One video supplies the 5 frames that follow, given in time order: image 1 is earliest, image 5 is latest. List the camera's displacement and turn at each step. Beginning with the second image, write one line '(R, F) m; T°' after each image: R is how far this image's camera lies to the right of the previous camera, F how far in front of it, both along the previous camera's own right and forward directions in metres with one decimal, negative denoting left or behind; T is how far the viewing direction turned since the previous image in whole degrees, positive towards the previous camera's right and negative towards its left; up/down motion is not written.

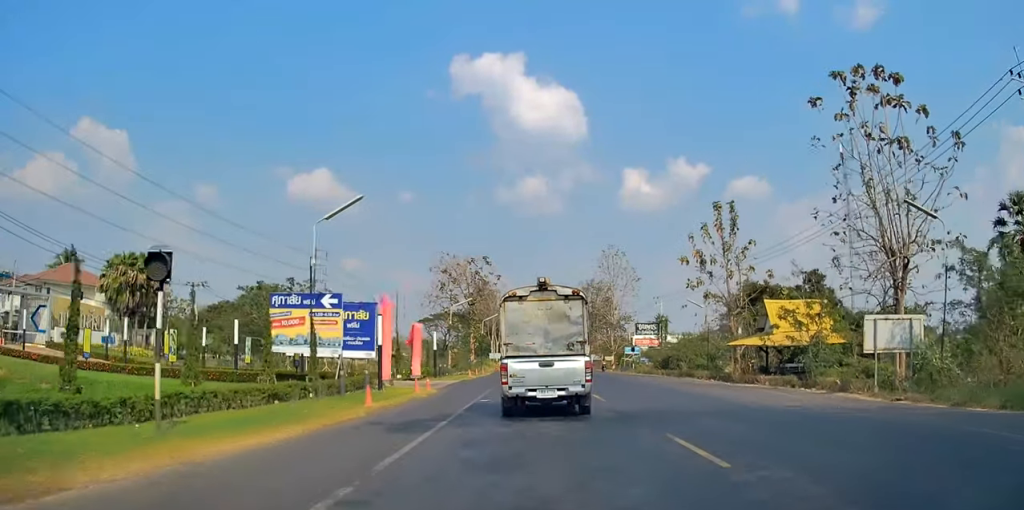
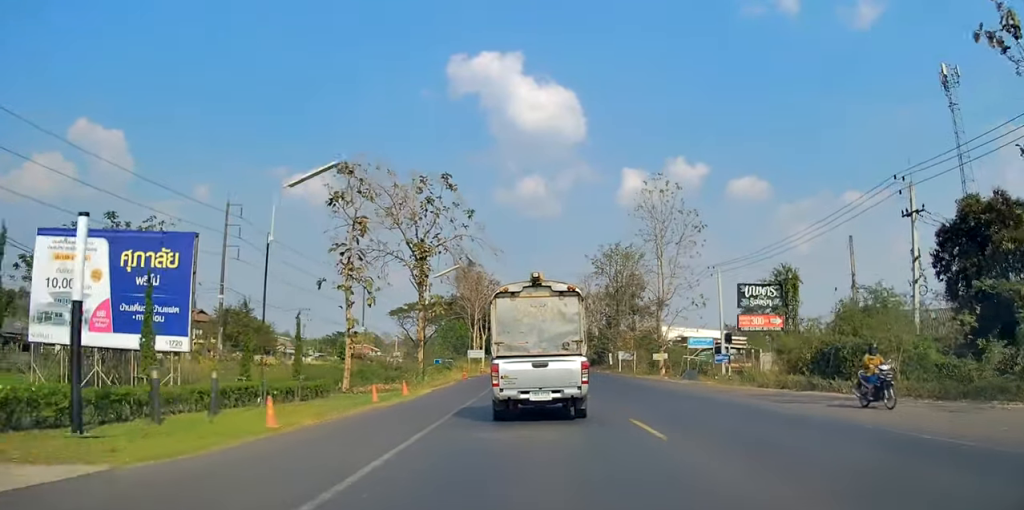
(+0.1, +32.4) m; 0°
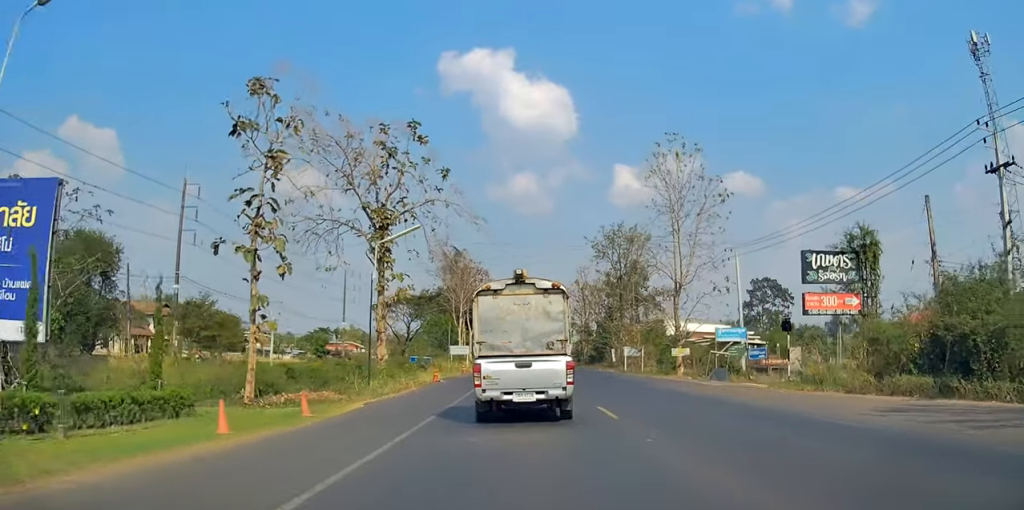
(+0.1, +8.8) m; 0°
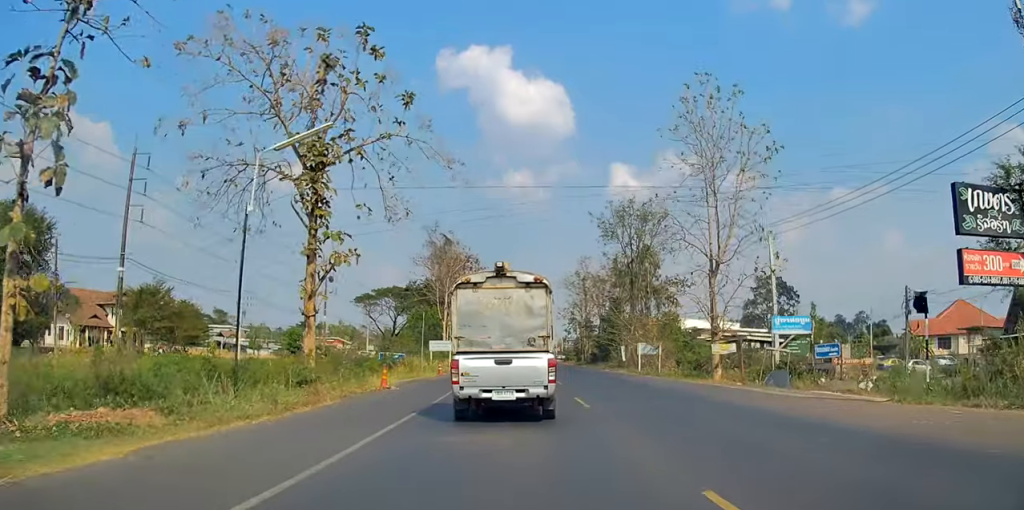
(+0.1, +9.8) m; 0°
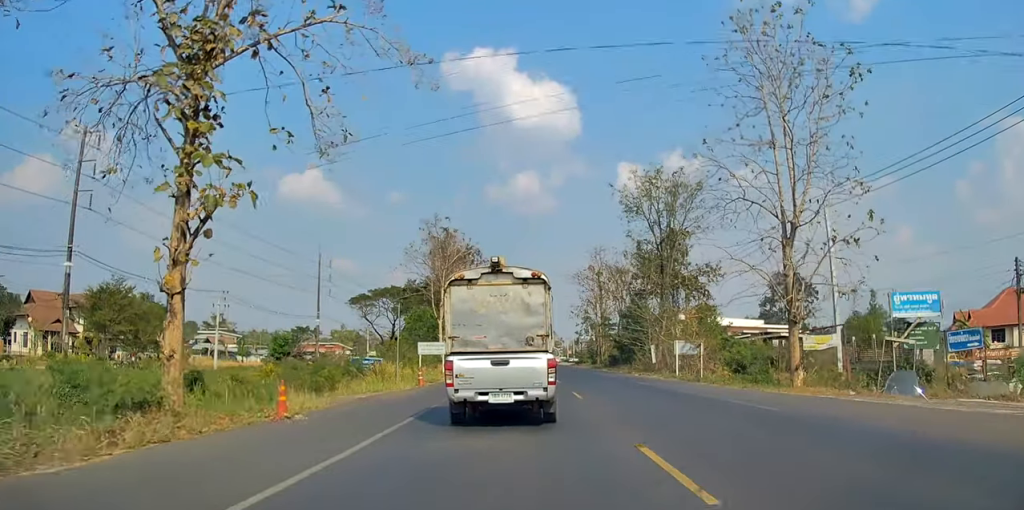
(0.0, +9.2) m; -1°
